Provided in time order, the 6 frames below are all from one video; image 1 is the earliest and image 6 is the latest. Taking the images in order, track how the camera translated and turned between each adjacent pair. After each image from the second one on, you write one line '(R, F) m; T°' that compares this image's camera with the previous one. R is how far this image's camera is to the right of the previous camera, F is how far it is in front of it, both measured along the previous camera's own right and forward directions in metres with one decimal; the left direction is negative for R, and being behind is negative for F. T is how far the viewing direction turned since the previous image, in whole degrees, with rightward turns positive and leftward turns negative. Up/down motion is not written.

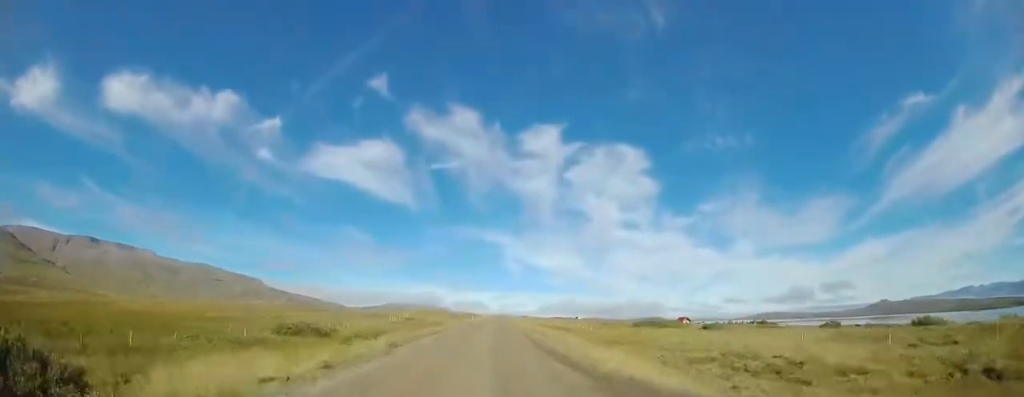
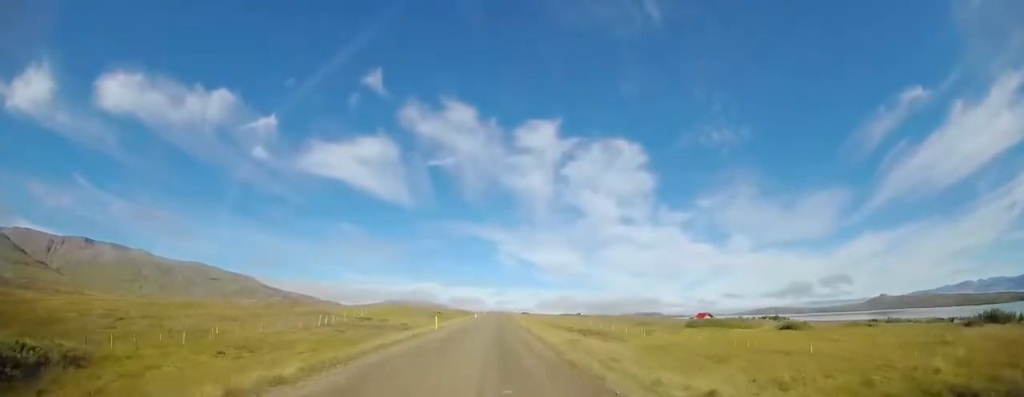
(+0.5, +33.9) m; +1°
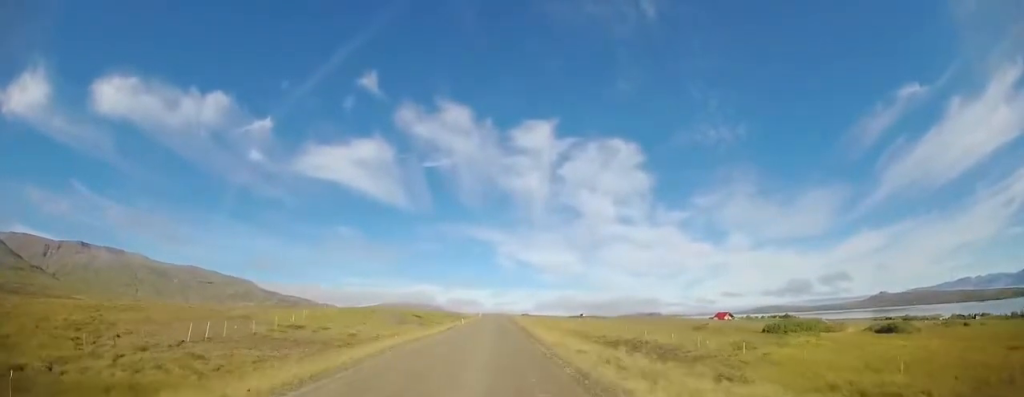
(0.0, +25.2) m; 0°
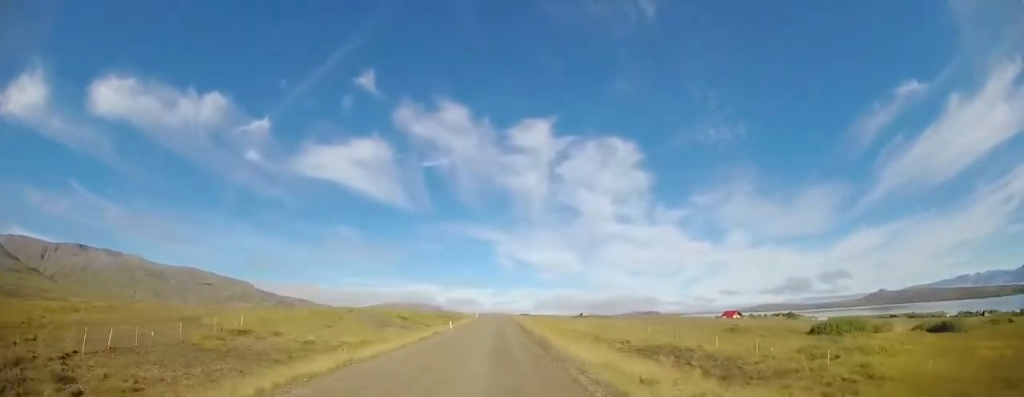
(0.0, +10.6) m; 0°
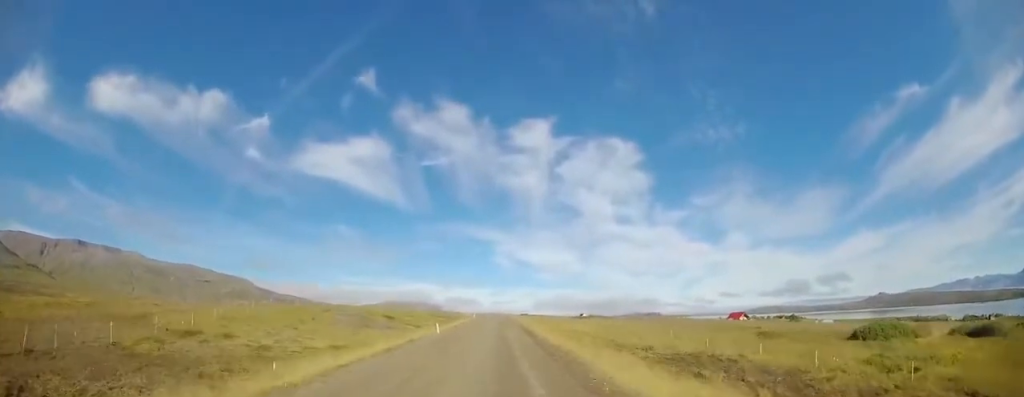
(-0.1, +7.3) m; 0°
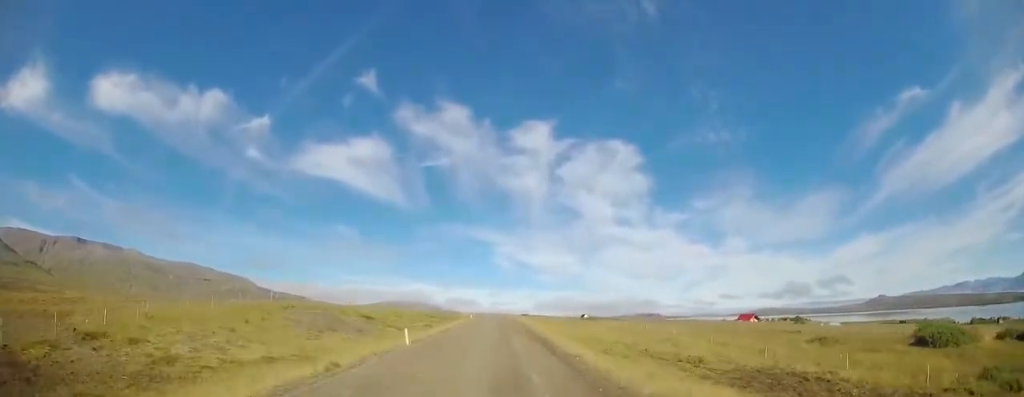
(+0.1, +9.5) m; +1°
